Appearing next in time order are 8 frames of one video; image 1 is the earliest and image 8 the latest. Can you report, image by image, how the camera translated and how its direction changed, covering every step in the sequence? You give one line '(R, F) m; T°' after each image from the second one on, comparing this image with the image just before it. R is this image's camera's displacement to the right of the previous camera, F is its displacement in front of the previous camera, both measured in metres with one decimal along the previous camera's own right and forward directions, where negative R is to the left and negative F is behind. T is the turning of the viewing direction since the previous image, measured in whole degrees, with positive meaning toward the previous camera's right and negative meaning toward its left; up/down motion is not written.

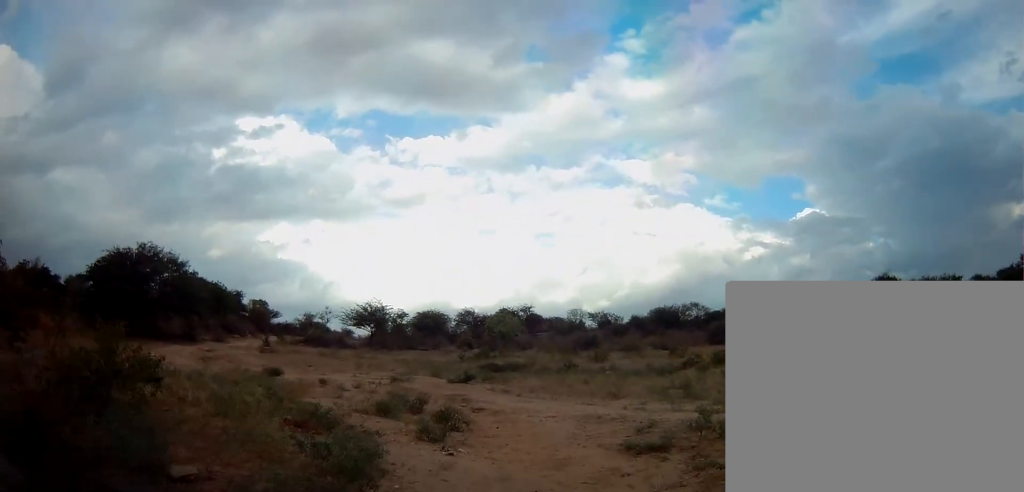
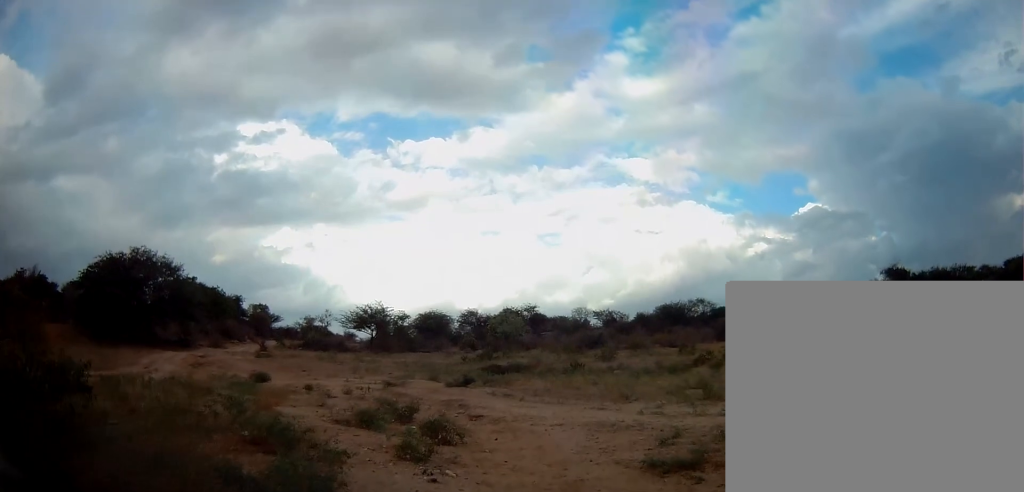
(0.0, +1.4) m; 0°
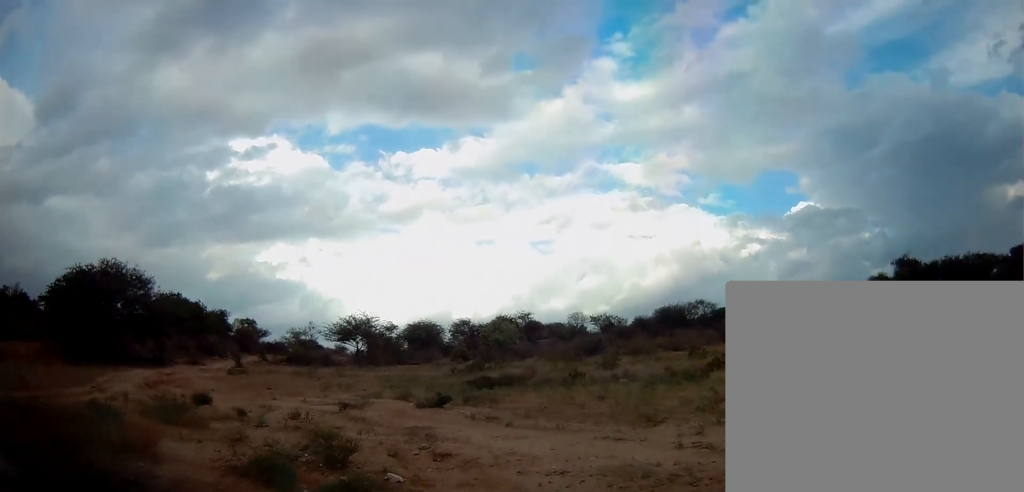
(0.0, +3.6) m; +1°
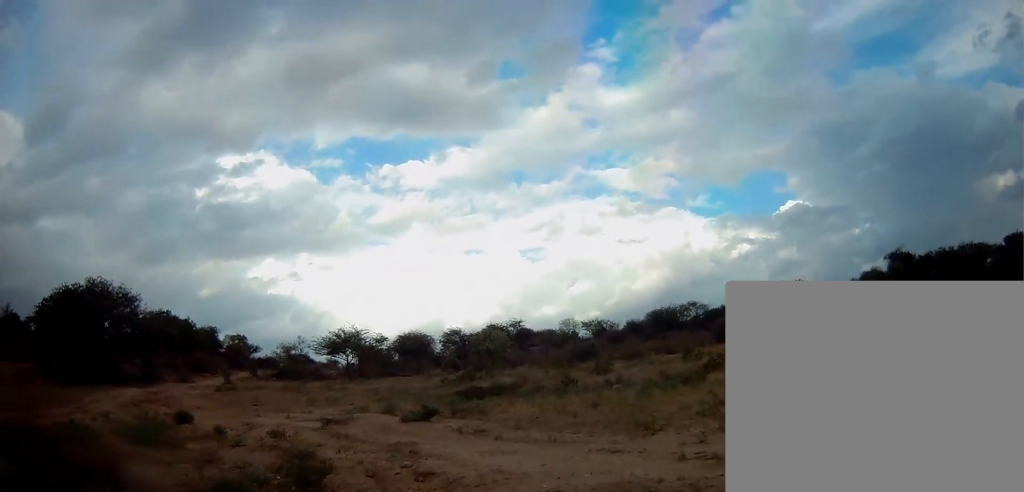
(0.0, +0.7) m; +1°
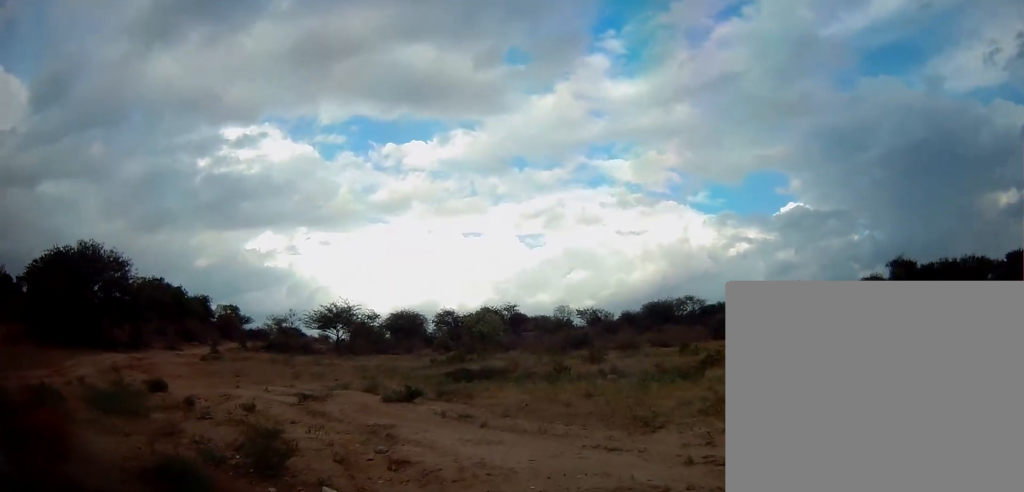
(0.0, +0.8) m; +1°
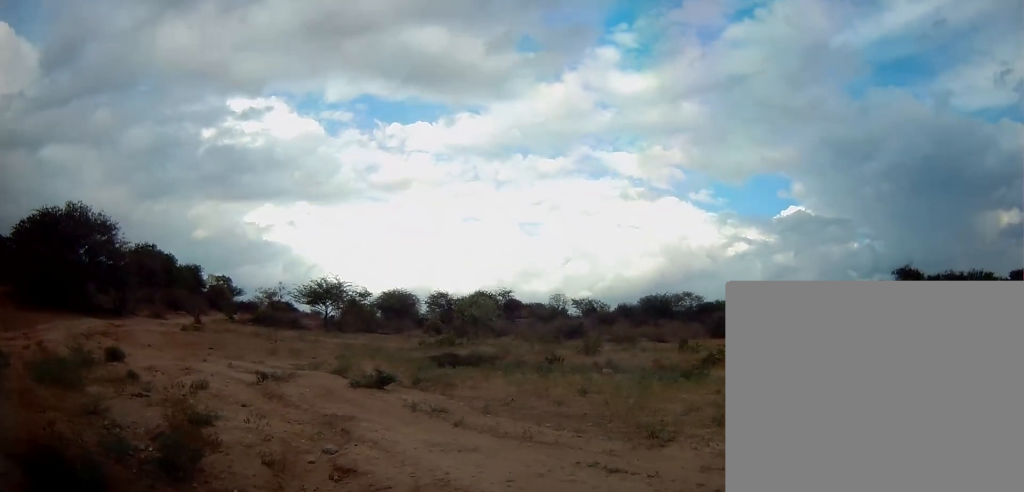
(0.0, +1.5) m; +1°
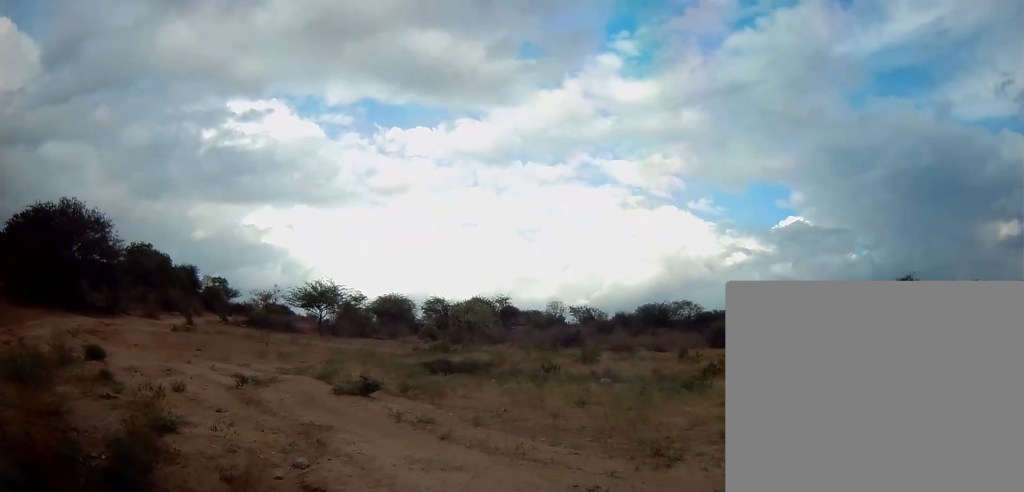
(0.0, +0.8) m; 0°
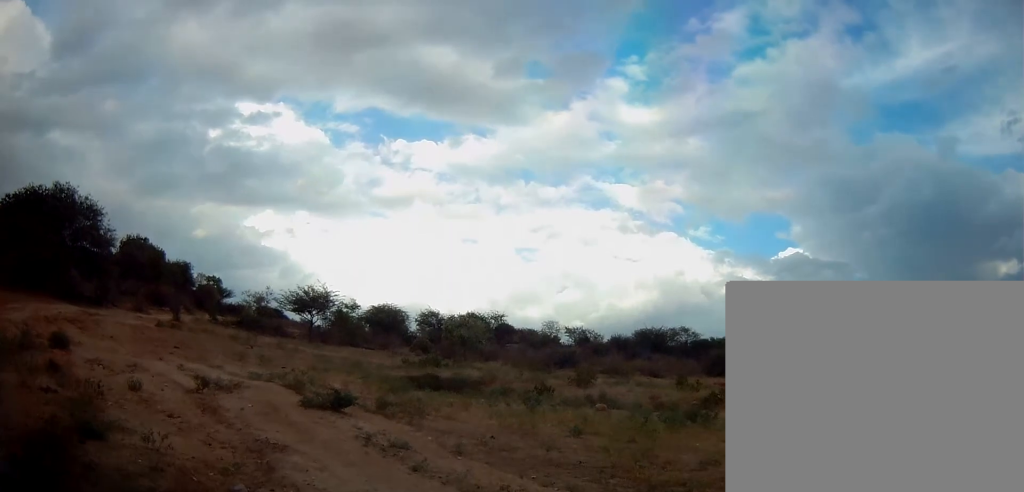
(0.0, +1.2) m; -4°
